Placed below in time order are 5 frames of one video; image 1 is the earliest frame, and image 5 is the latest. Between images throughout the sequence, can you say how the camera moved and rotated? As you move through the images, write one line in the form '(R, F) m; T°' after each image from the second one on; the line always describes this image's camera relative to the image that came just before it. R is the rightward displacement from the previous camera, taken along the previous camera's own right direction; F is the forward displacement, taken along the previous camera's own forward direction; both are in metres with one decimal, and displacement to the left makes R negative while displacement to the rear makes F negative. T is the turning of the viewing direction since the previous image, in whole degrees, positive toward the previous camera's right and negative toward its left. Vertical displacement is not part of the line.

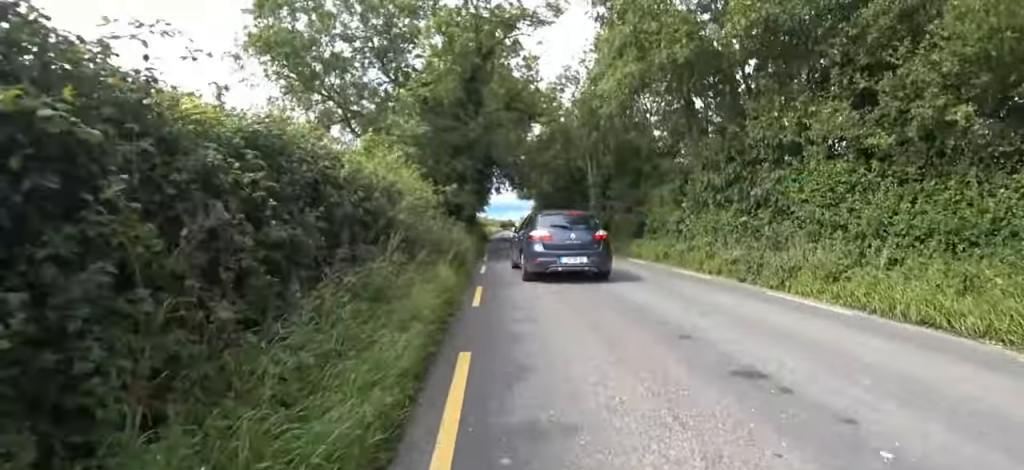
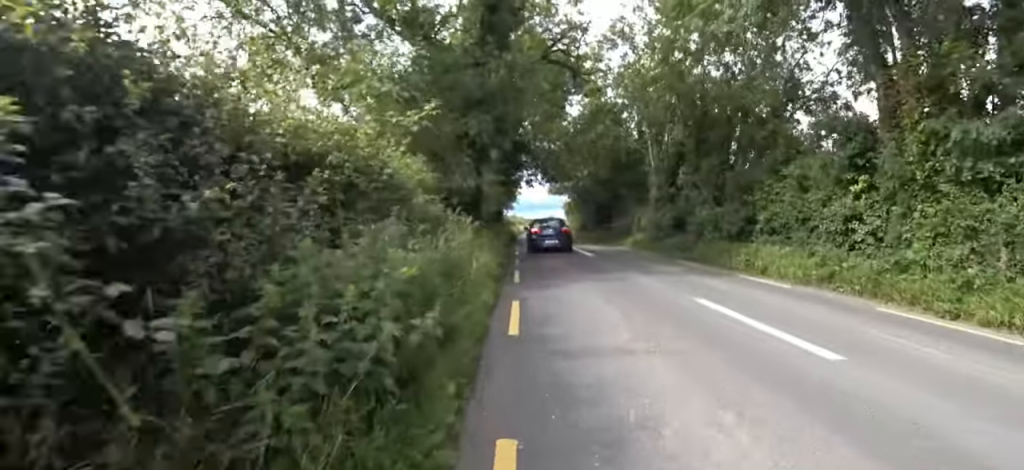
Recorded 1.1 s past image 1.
(0.0, +6.2) m; -2°
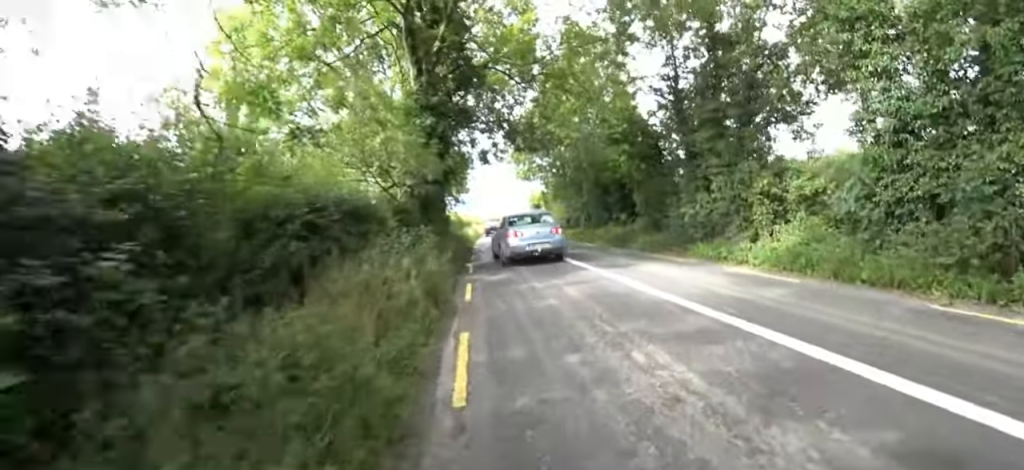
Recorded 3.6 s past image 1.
(-0.5, +14.1) m; +1°
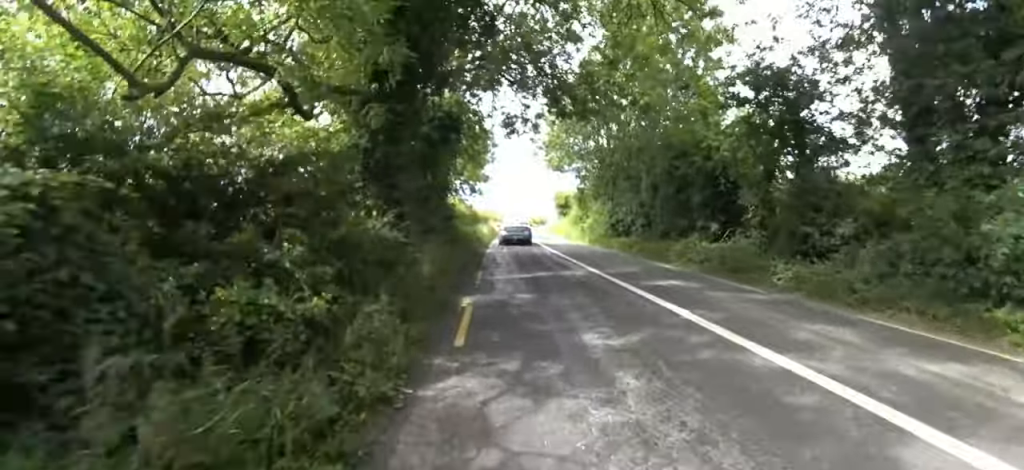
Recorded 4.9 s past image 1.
(-0.2, +6.9) m; -5°
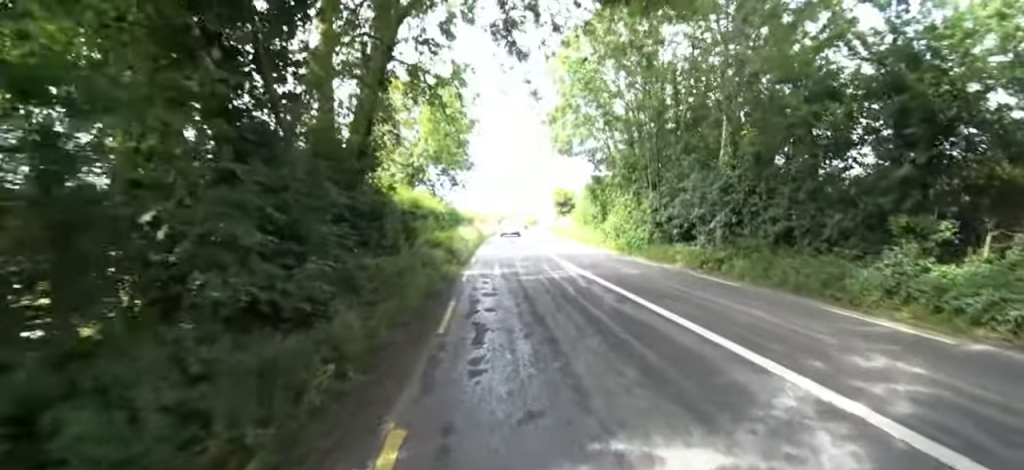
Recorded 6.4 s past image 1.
(-0.1, +7.2) m; 0°
